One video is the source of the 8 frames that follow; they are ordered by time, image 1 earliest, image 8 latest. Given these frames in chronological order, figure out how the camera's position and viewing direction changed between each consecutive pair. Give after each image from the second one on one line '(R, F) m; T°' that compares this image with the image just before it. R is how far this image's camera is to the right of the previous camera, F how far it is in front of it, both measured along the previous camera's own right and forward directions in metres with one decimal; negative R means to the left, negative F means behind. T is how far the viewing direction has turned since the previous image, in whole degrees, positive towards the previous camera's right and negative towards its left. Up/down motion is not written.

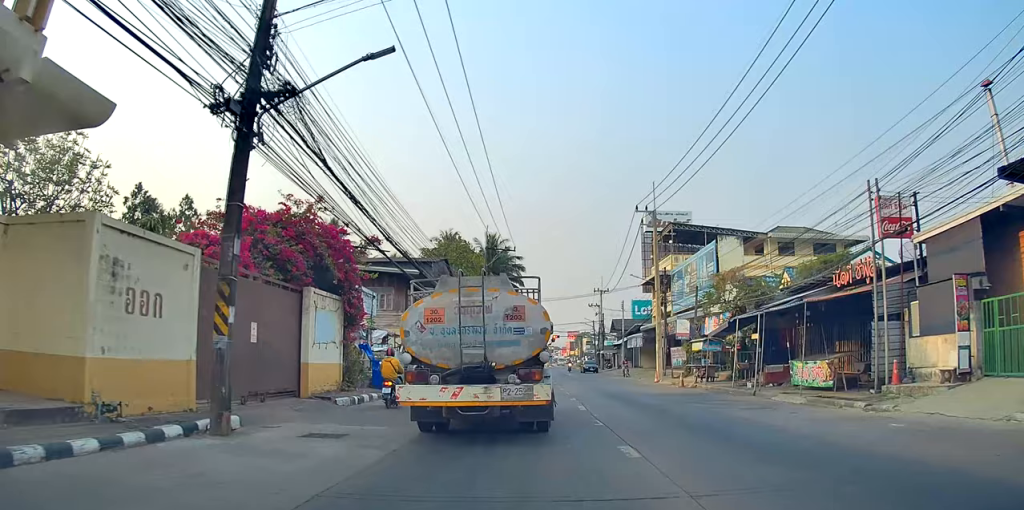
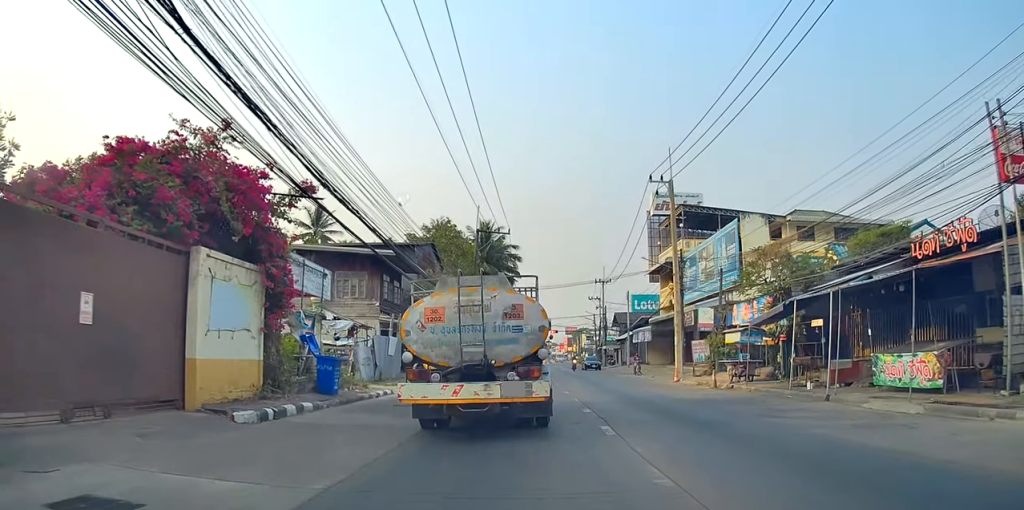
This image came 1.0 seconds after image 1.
(+0.1, +5.9) m; 0°
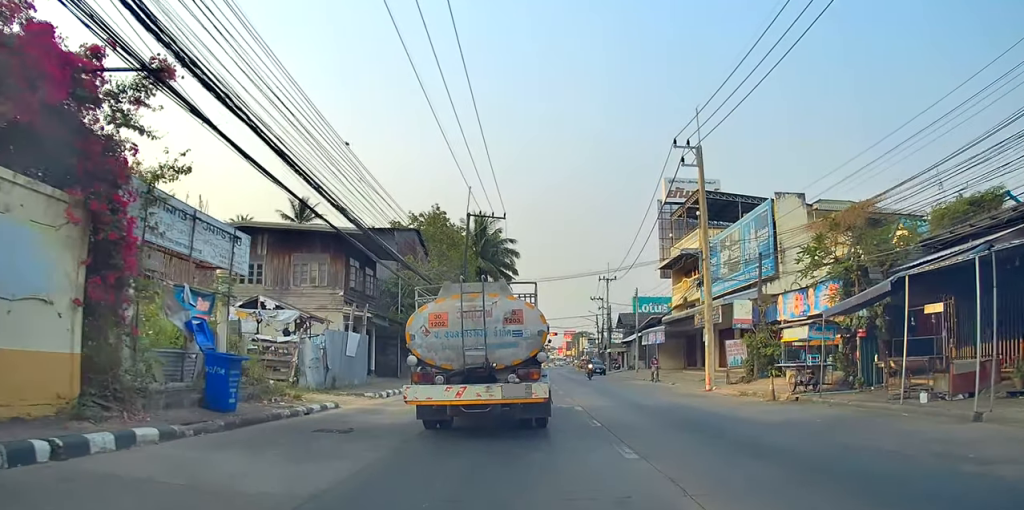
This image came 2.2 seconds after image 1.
(+0.1, +6.4) m; +6°
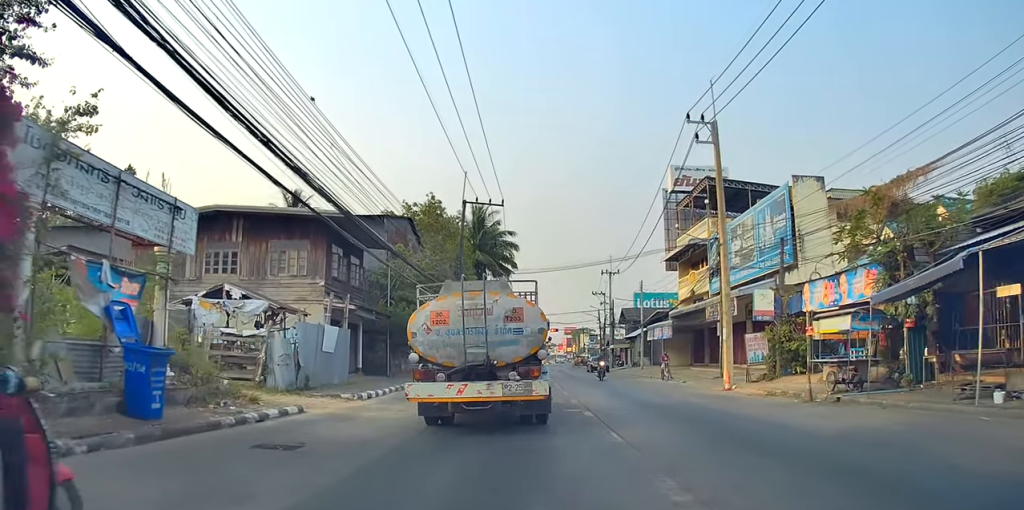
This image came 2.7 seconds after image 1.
(+0.1, +2.6) m; +3°
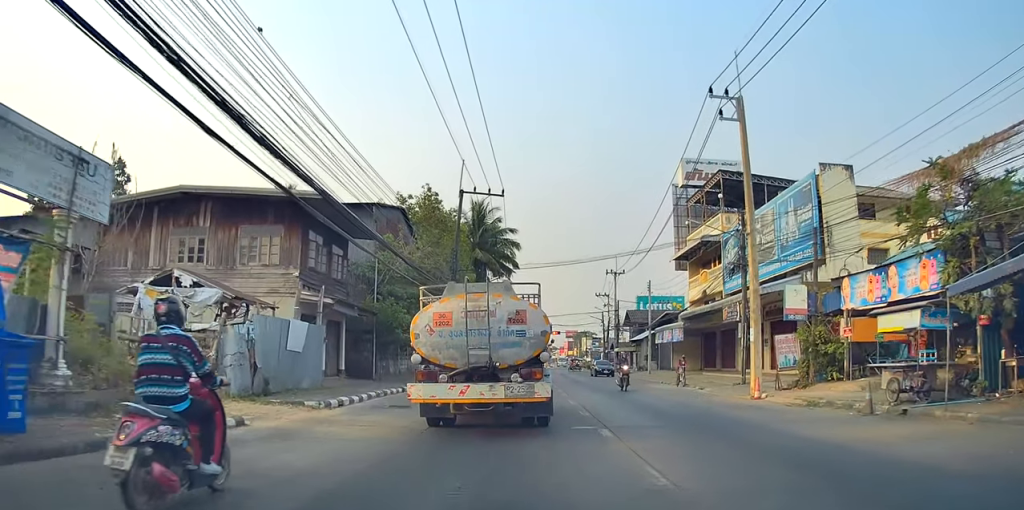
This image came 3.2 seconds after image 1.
(0.0, +3.1) m; 0°
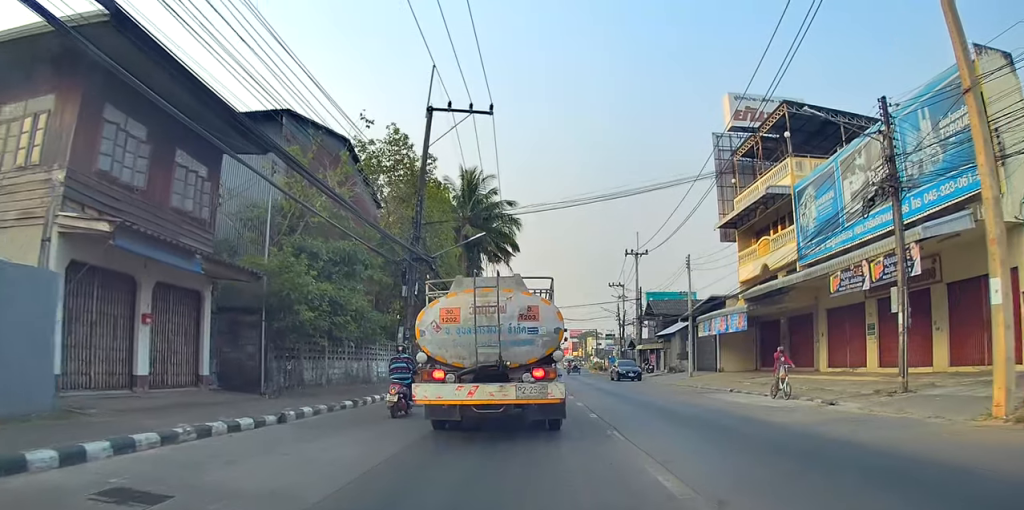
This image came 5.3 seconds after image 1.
(-1.4, +11.5) m; -16°
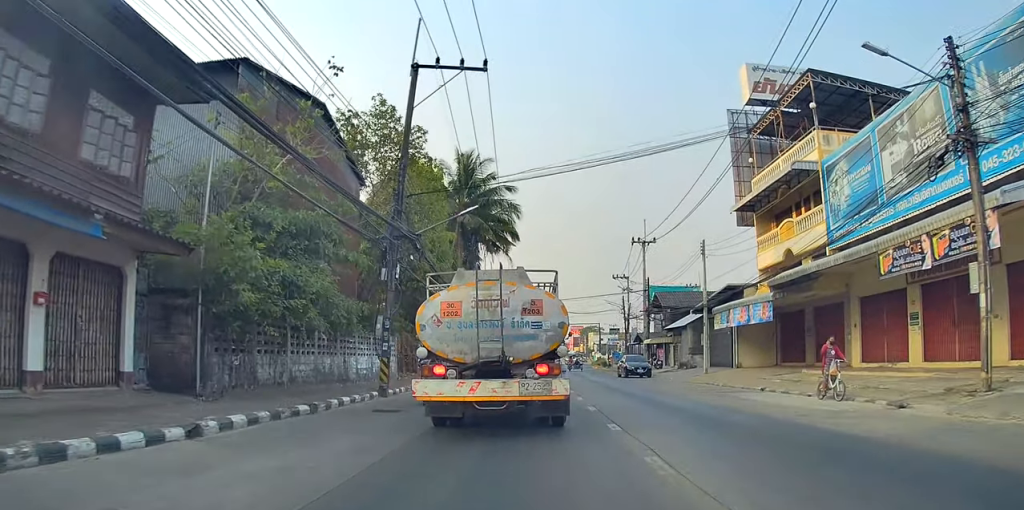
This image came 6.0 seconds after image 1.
(-0.1, +3.3) m; +1°
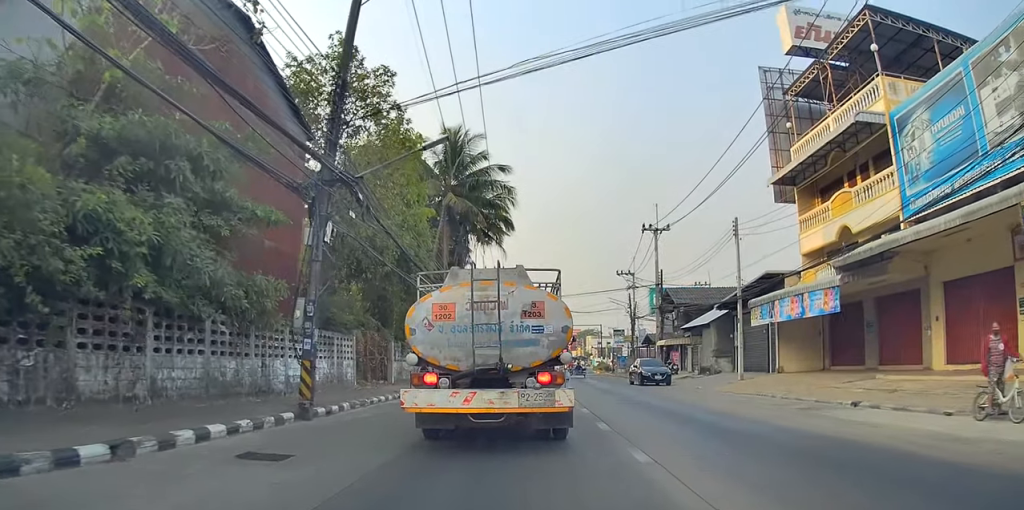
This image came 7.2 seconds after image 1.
(+0.6, +6.5) m; +10°
